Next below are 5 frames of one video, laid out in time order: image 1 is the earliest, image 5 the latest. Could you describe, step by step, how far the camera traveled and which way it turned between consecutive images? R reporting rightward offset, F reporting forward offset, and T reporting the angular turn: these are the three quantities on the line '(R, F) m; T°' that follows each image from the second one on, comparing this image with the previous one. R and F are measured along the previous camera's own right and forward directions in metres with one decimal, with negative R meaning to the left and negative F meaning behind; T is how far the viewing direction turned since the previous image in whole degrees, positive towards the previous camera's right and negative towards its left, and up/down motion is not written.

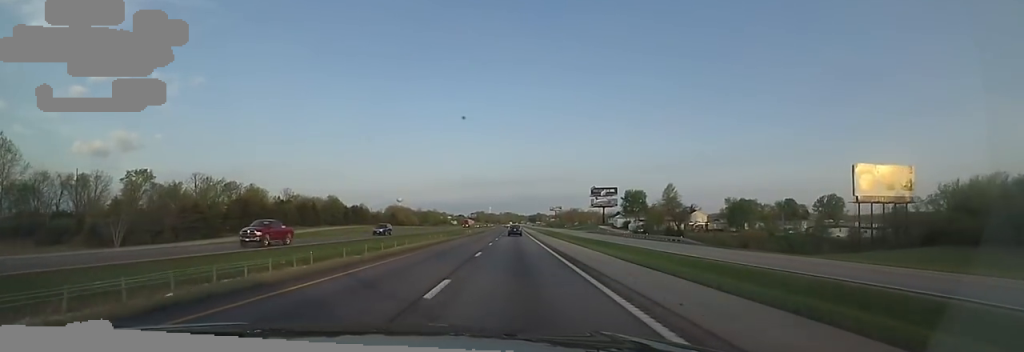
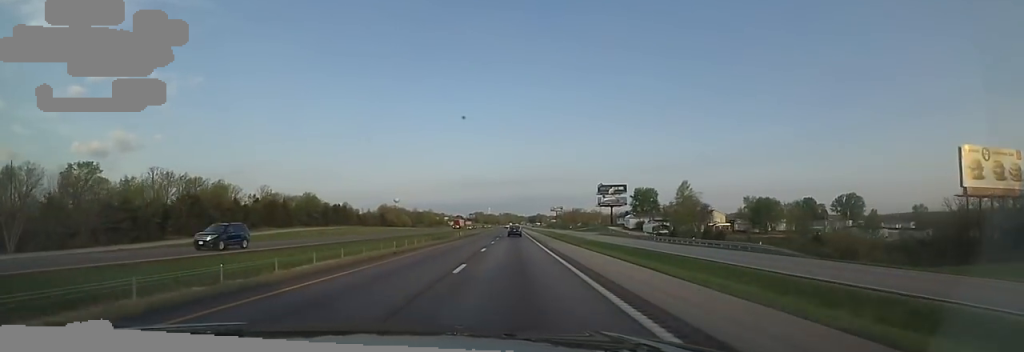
(0.0, +19.9) m; 0°
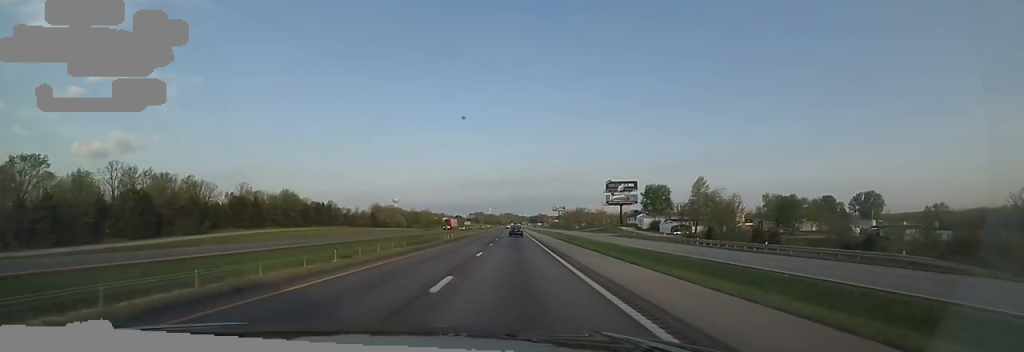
(0.0, +16.4) m; 0°
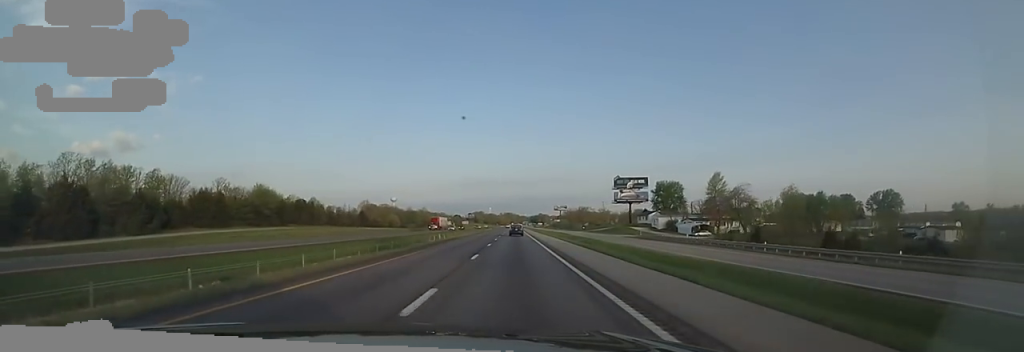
(0.0, +15.1) m; 0°
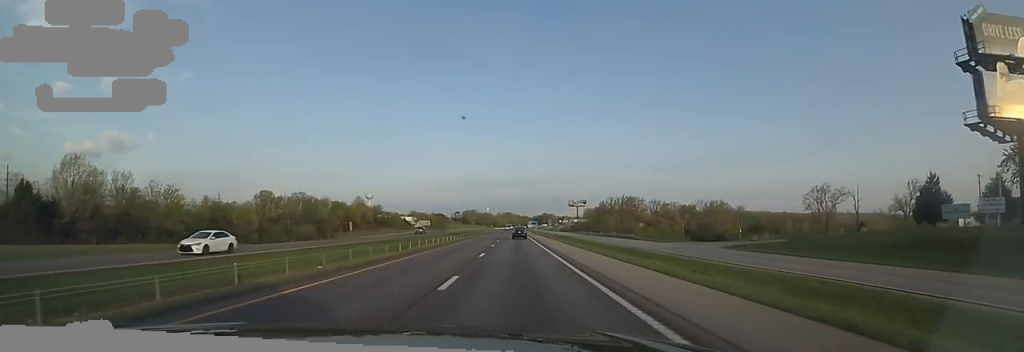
(-0.7, +144.5) m; 0°
